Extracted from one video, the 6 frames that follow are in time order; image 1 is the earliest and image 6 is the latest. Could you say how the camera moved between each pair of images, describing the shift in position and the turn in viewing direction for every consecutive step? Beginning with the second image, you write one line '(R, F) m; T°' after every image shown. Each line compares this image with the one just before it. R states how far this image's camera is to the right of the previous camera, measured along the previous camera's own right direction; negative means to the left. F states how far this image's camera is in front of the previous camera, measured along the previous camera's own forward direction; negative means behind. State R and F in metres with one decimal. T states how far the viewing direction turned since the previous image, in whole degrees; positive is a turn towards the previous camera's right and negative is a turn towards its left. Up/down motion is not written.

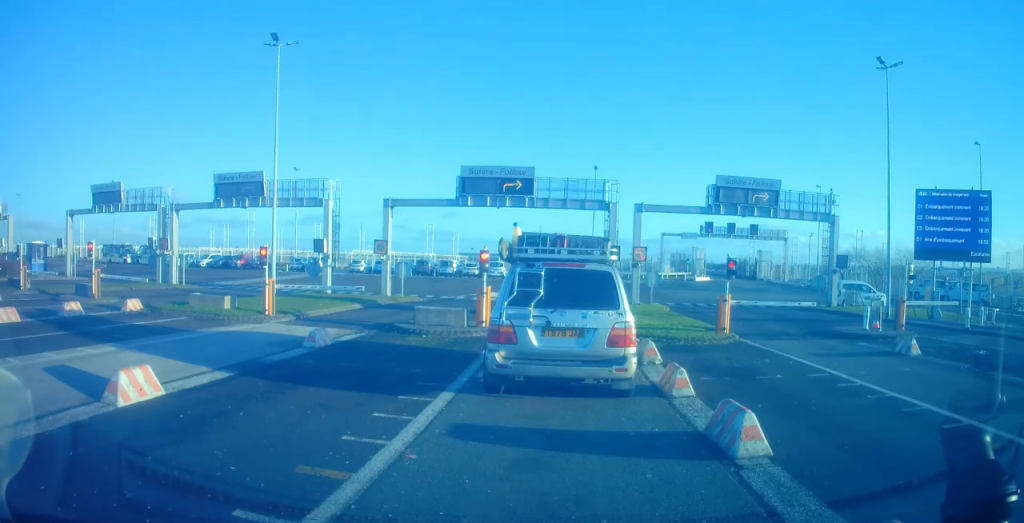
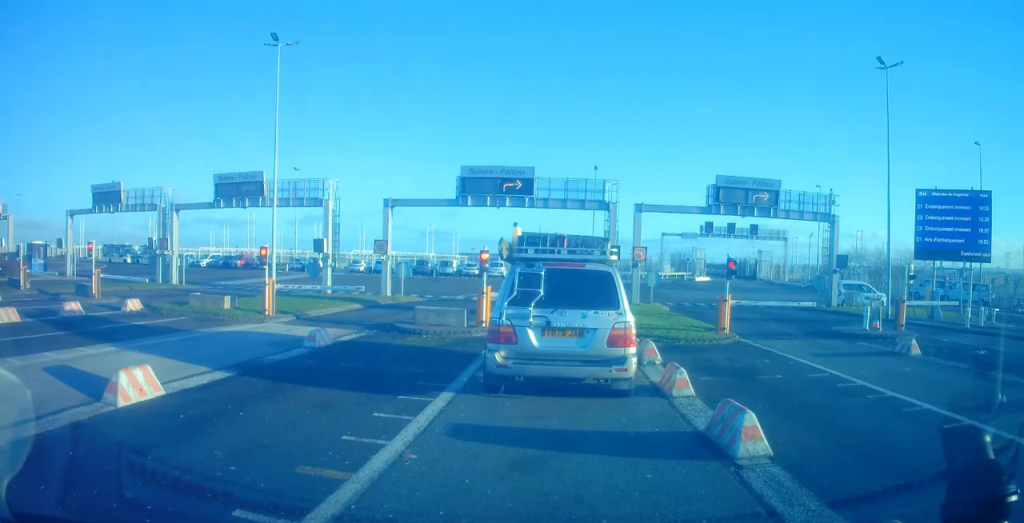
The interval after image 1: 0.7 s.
(0.0, 0.0) m; 0°
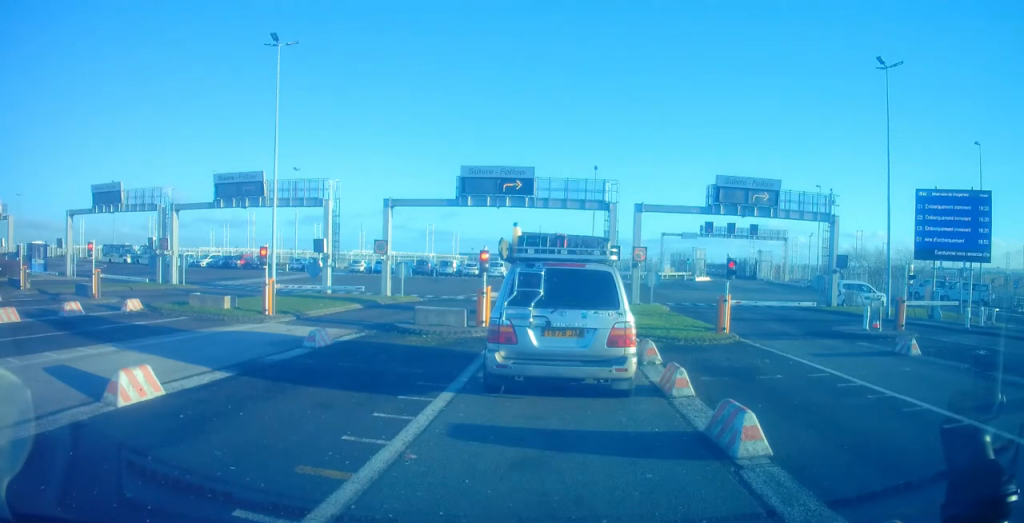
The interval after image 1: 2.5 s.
(0.0, 0.0) m; 0°
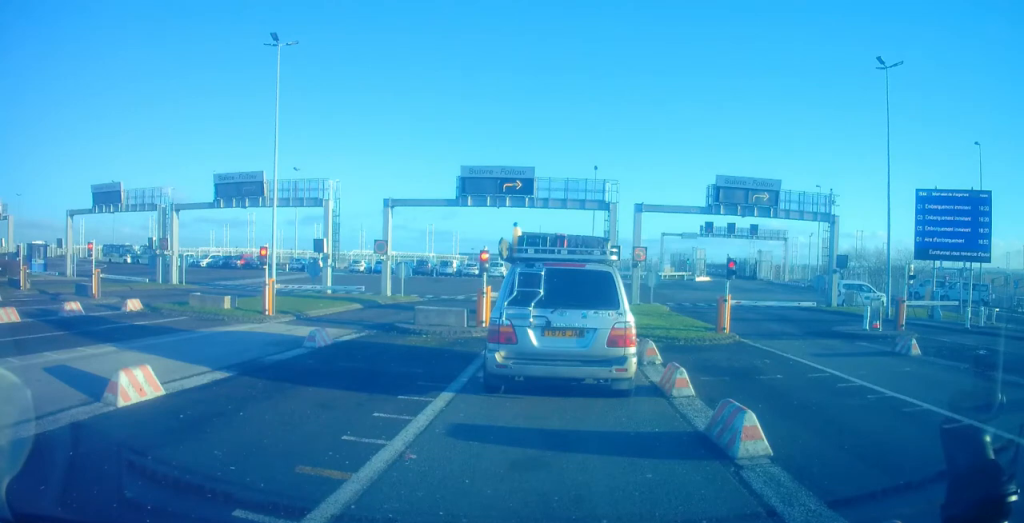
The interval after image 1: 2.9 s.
(0.0, 0.0) m; 0°
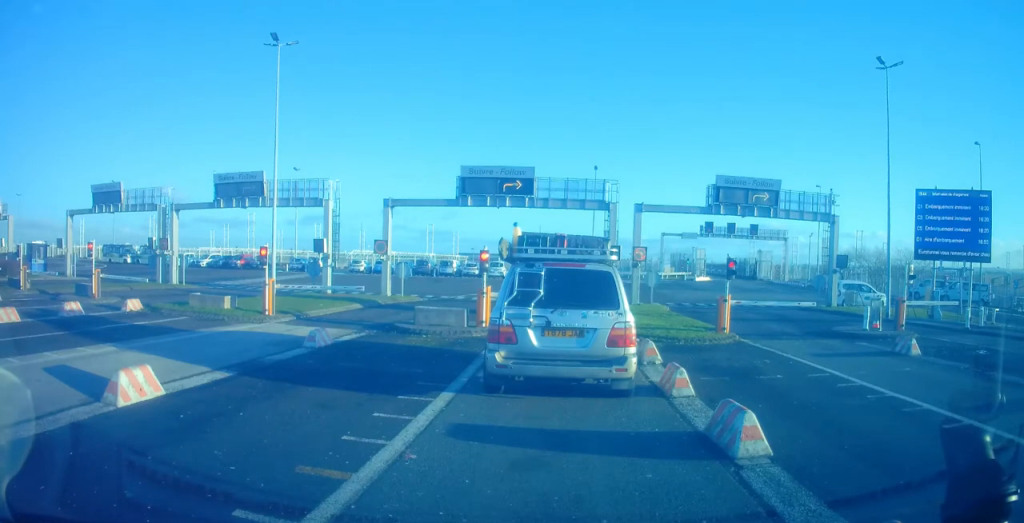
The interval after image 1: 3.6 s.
(0.0, 0.0) m; 0°
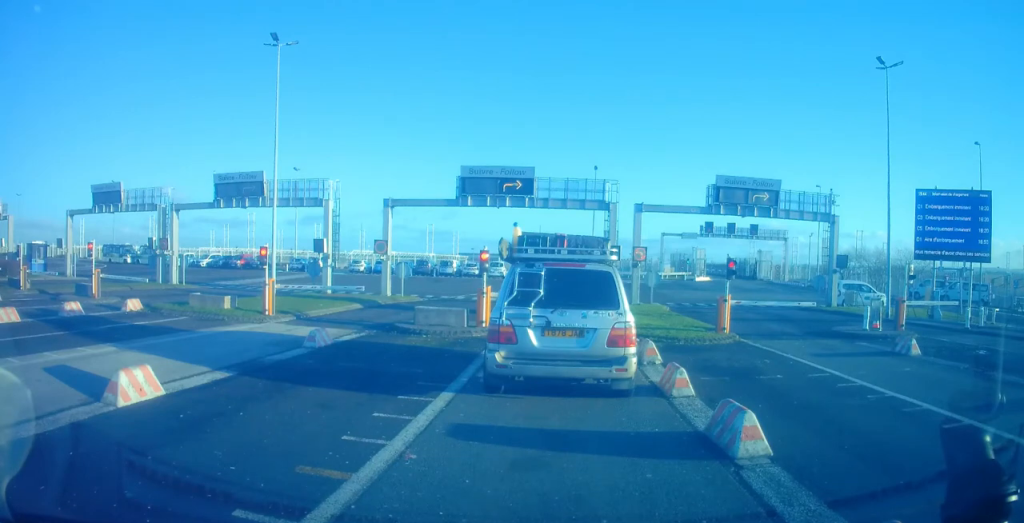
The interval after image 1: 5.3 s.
(0.0, 0.0) m; 0°
